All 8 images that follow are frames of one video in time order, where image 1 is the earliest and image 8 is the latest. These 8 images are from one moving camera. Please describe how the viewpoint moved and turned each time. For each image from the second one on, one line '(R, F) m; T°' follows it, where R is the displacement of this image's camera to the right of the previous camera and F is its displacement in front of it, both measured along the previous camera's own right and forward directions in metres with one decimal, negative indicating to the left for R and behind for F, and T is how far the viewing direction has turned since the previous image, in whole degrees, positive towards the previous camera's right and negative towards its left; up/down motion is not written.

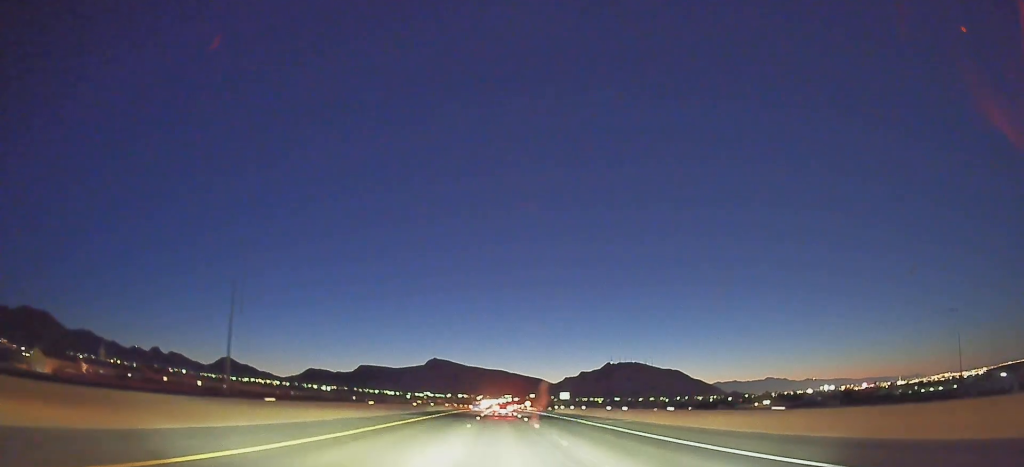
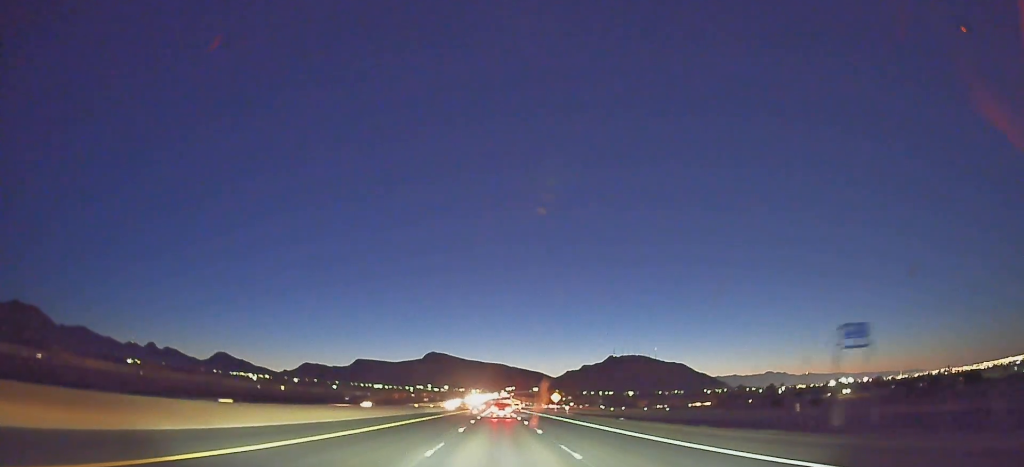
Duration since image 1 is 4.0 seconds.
(+0.3, +112.5) m; 0°
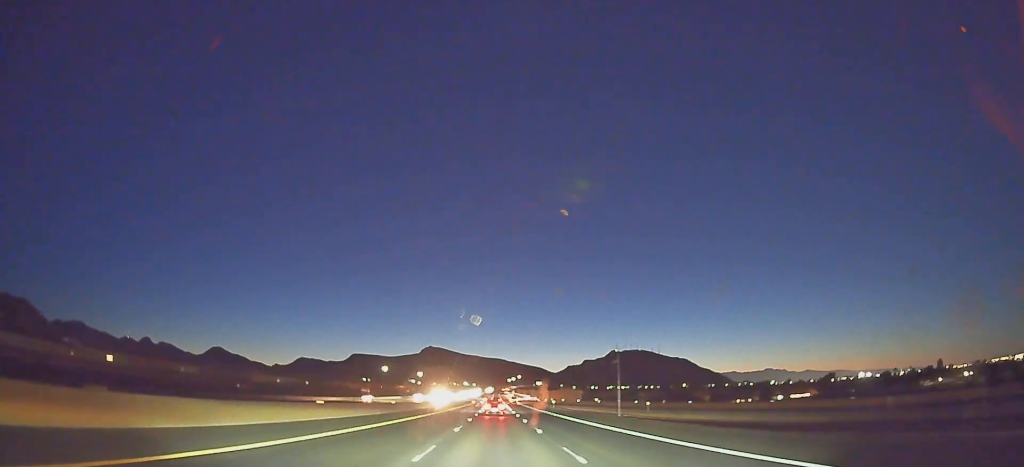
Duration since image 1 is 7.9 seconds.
(+0.1, +109.8) m; 0°
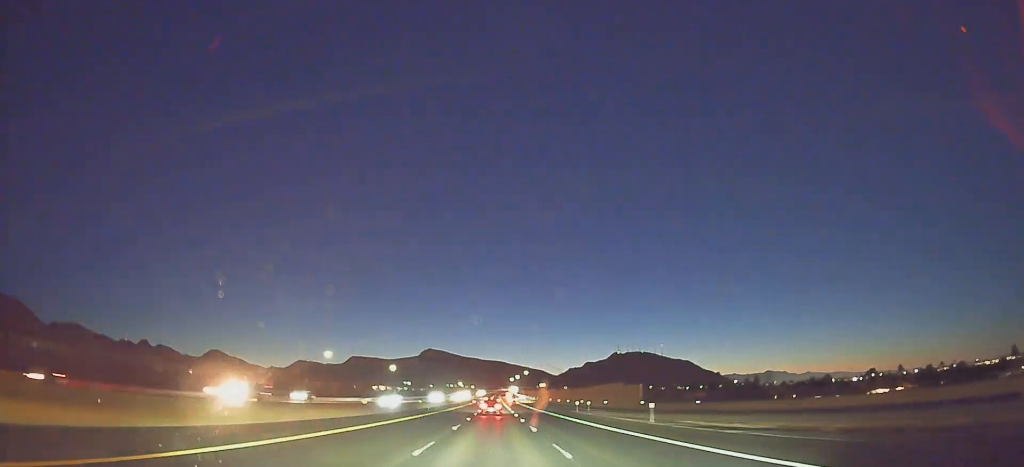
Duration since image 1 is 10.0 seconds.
(+0.1, +58.8) m; 0°
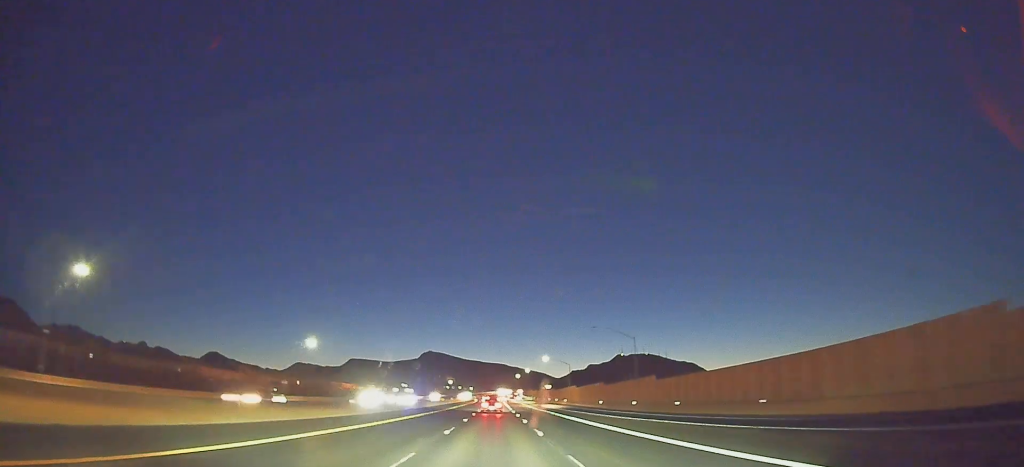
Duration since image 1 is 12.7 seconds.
(0.0, +75.0) m; -1°
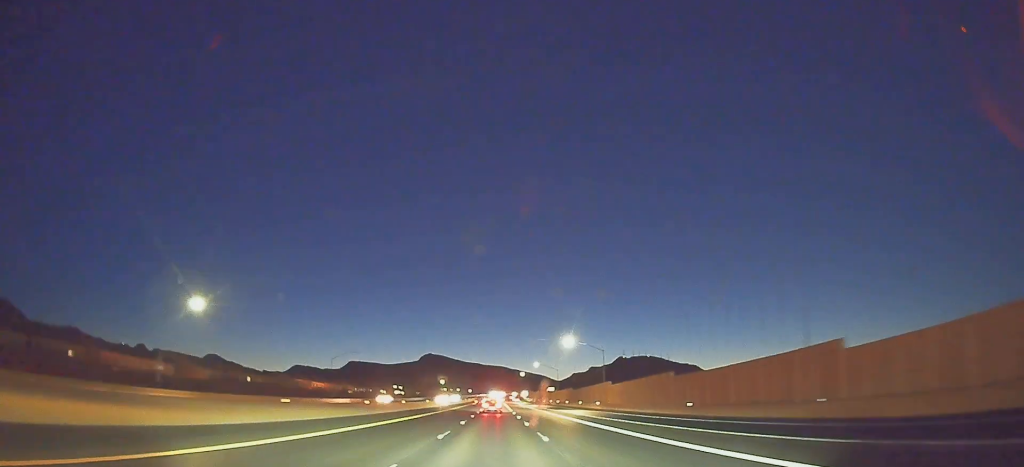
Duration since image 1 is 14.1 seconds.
(0.0, +38.8) m; 0°
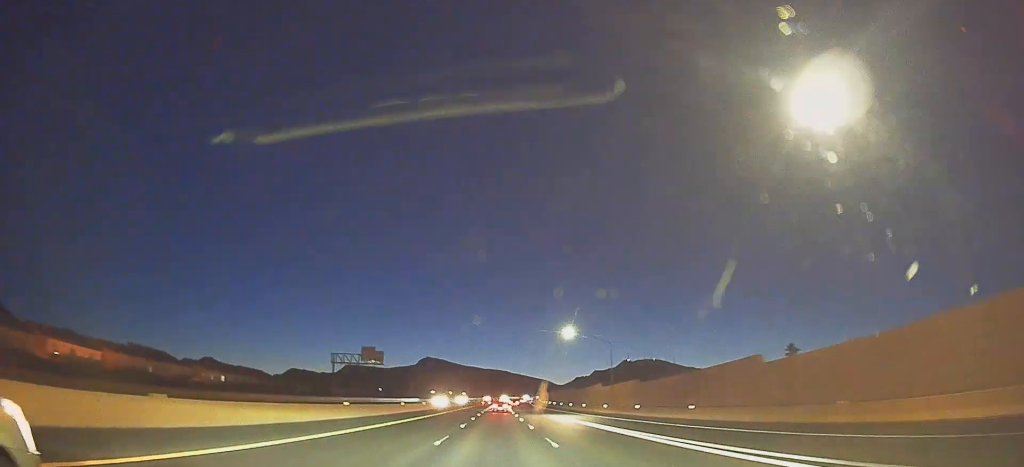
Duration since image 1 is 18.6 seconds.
(+1.8, +124.4) m; +2°
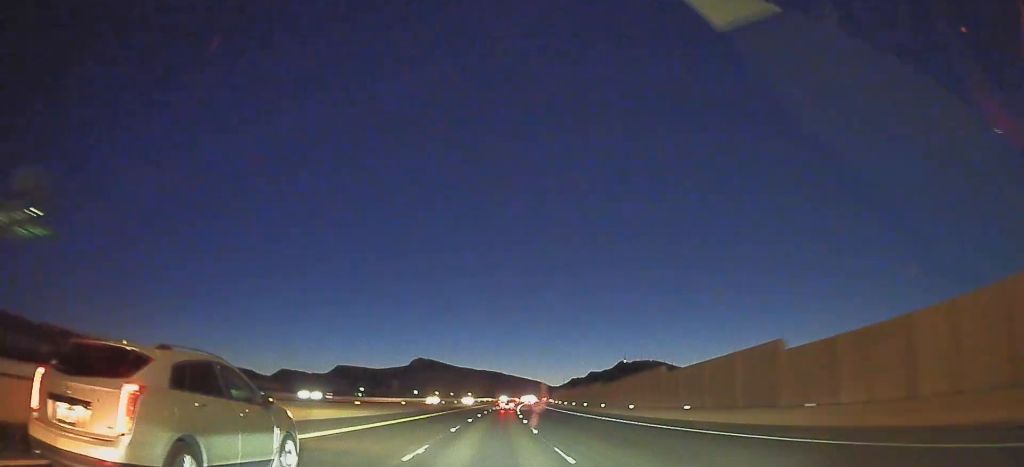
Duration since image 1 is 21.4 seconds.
(+0.6, +78.4) m; +1°
